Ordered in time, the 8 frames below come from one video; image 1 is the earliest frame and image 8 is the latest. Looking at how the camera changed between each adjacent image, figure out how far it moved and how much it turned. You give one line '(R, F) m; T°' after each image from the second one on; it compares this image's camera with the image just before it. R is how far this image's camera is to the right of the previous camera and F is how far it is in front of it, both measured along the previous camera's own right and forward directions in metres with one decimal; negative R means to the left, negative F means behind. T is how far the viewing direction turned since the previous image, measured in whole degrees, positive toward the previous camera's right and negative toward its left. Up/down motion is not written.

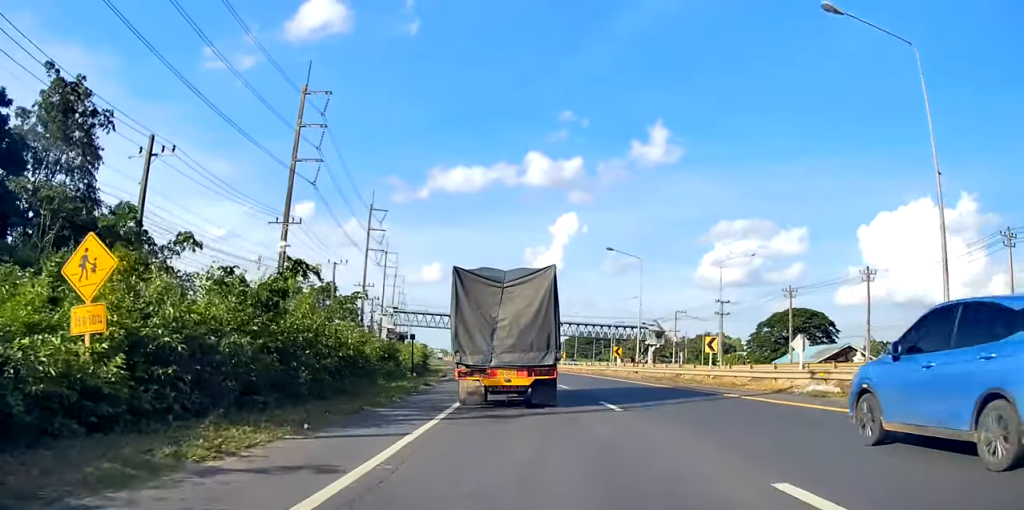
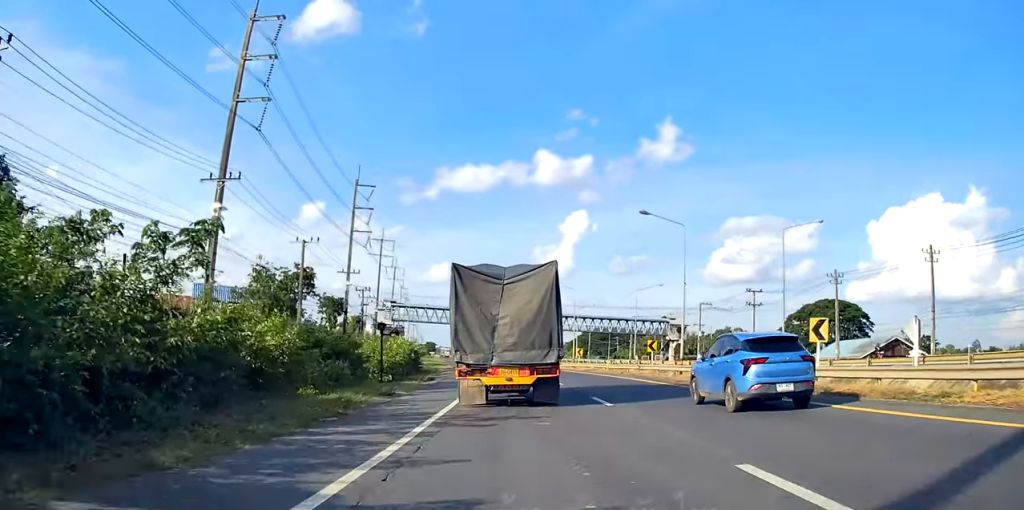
(0.0, +10.5) m; +2°
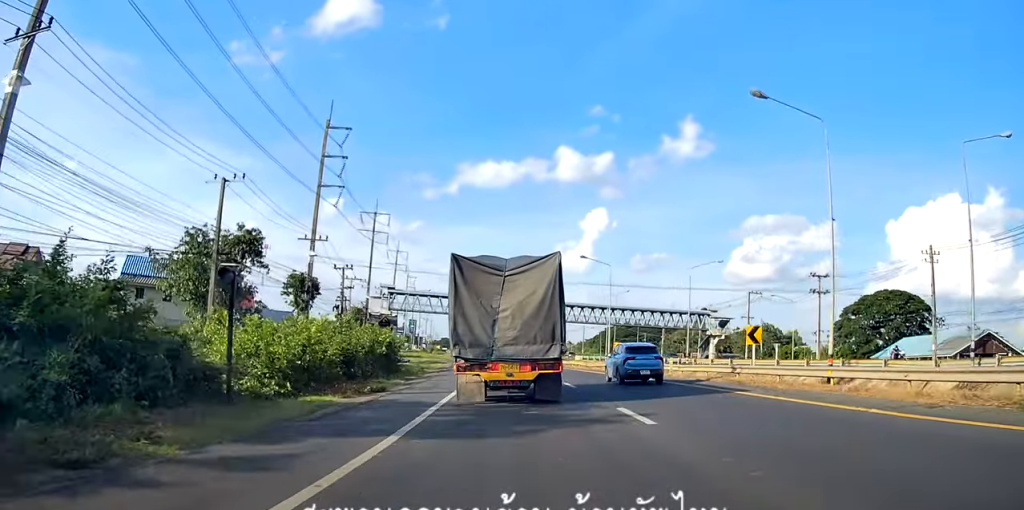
(+0.6, +17.6) m; 0°
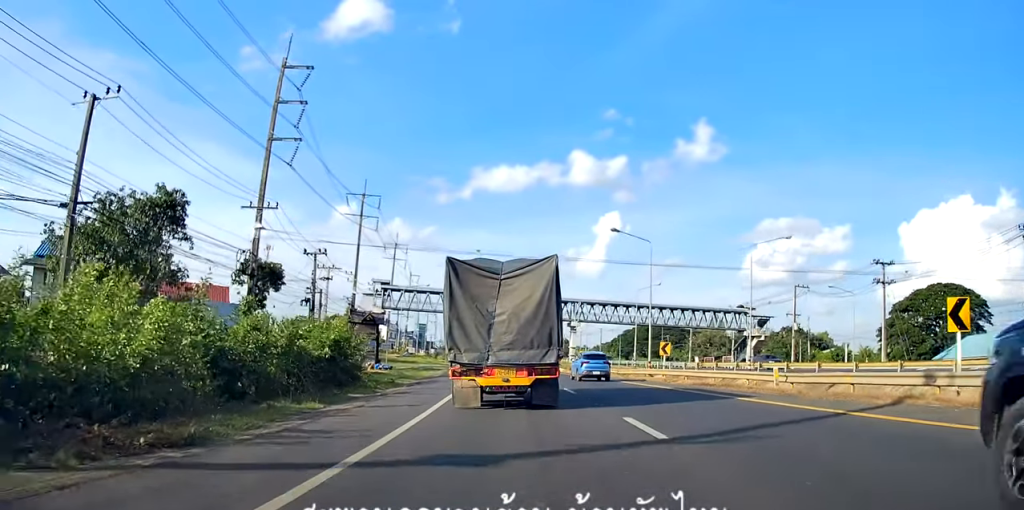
(-0.6, +13.0) m; -3°
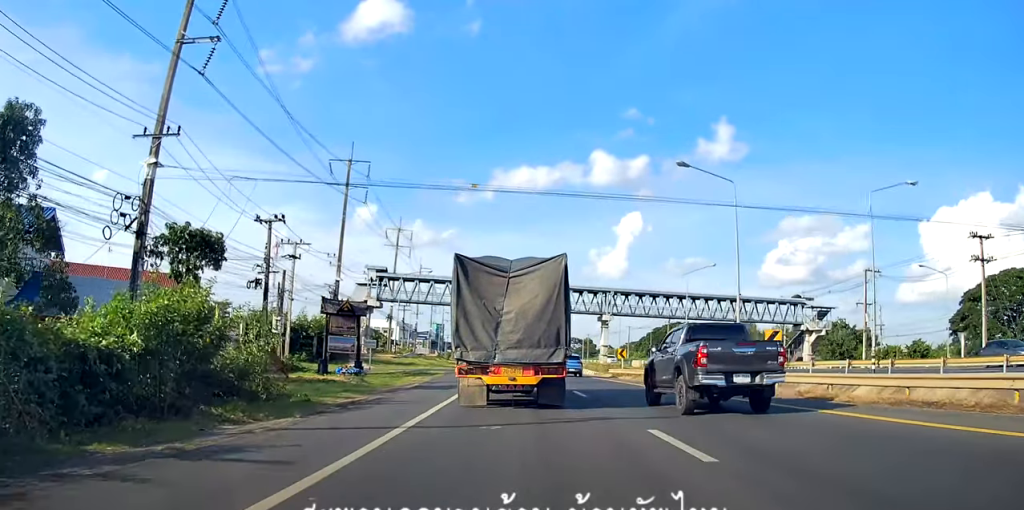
(-0.3, +14.9) m; -2°
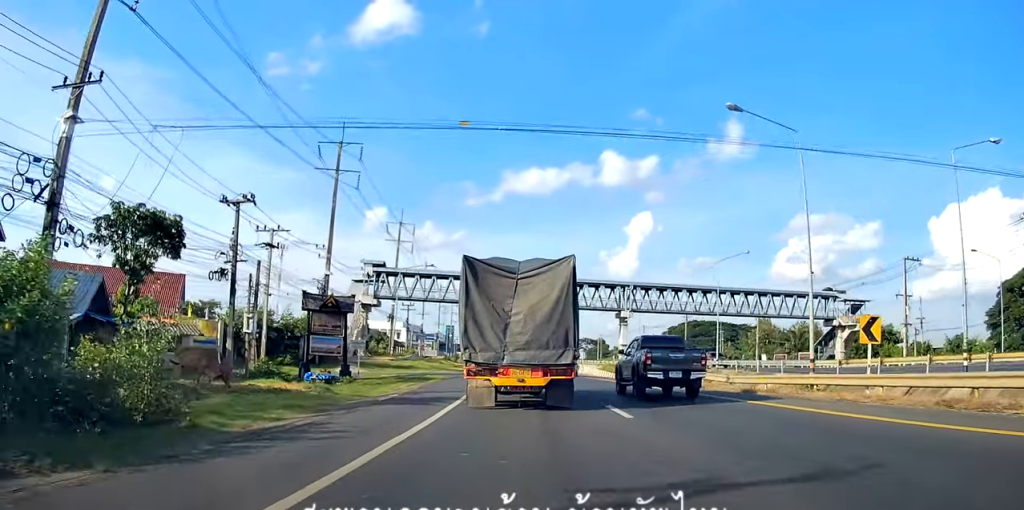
(-0.3, +6.3) m; 0°
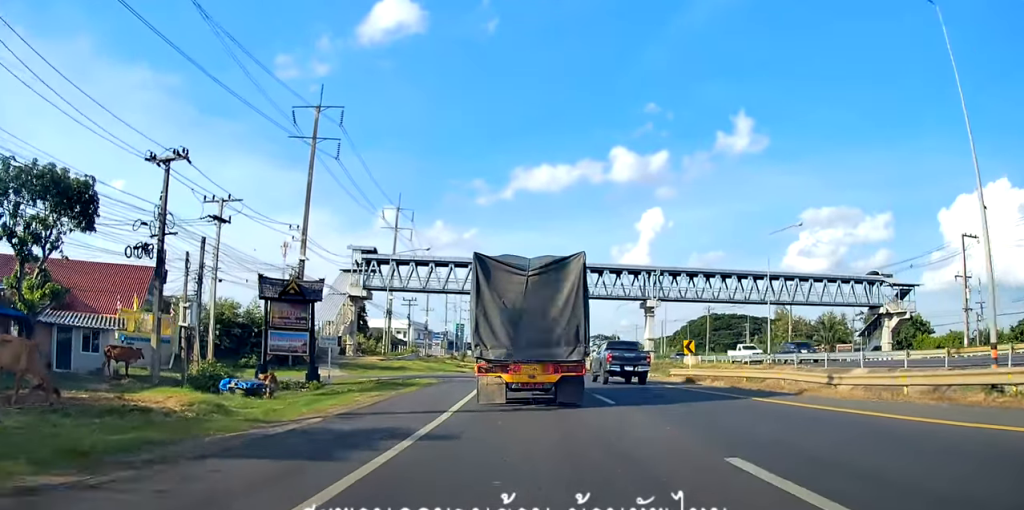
(+0.3, +9.1) m; -1°
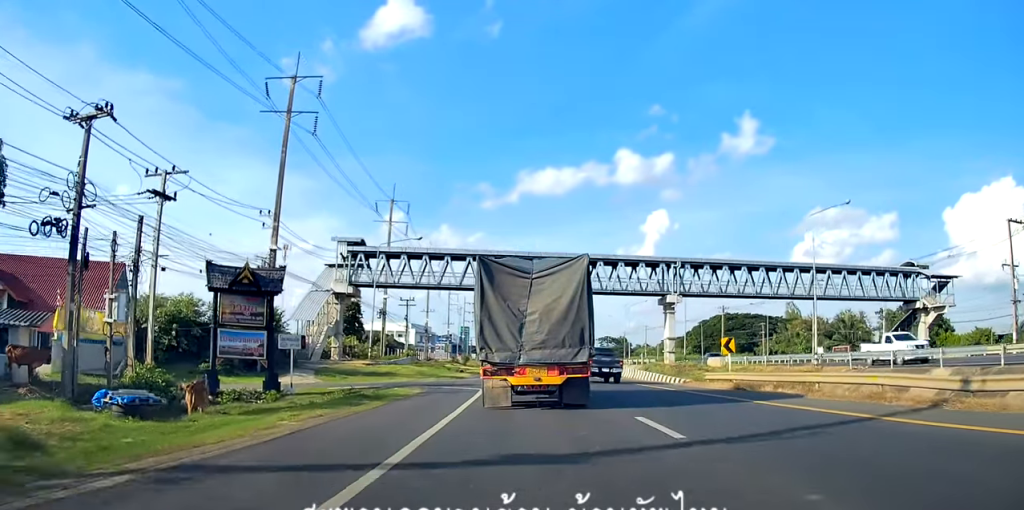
(+0.1, +6.3) m; -1°
